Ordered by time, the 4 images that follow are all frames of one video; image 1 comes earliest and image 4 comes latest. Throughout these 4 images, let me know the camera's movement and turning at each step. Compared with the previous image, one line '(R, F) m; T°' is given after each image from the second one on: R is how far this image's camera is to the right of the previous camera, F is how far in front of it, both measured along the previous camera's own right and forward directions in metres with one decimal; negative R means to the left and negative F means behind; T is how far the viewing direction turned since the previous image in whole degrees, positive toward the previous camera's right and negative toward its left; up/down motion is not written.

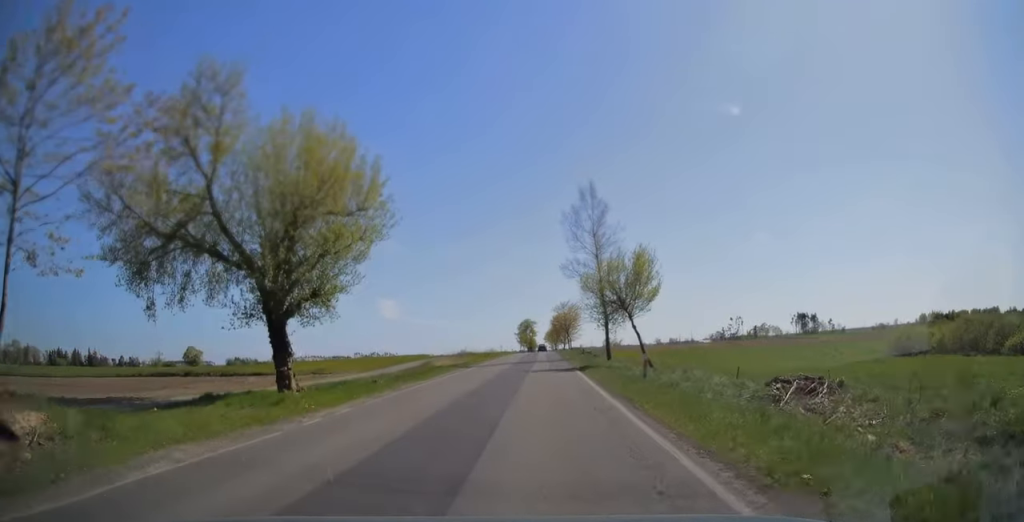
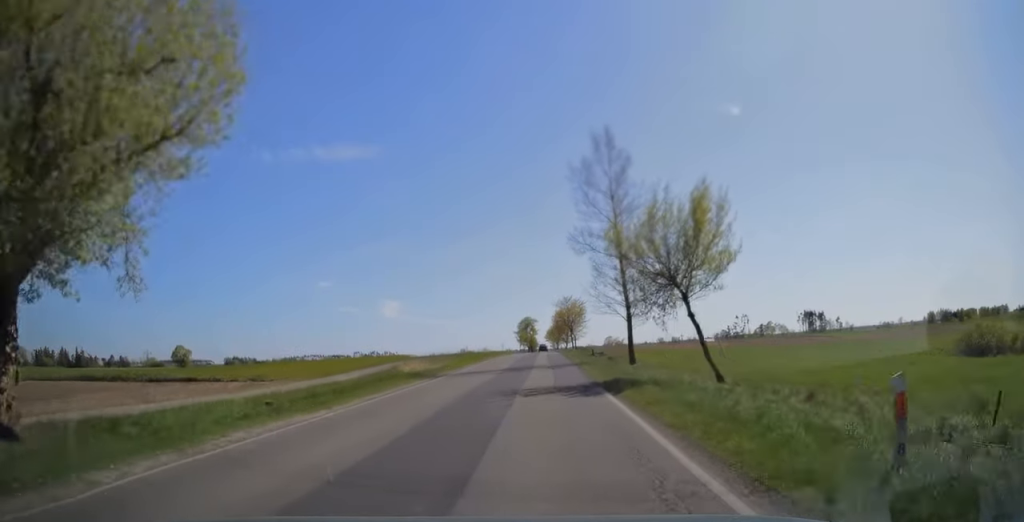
(0.0, +12.6) m; 0°
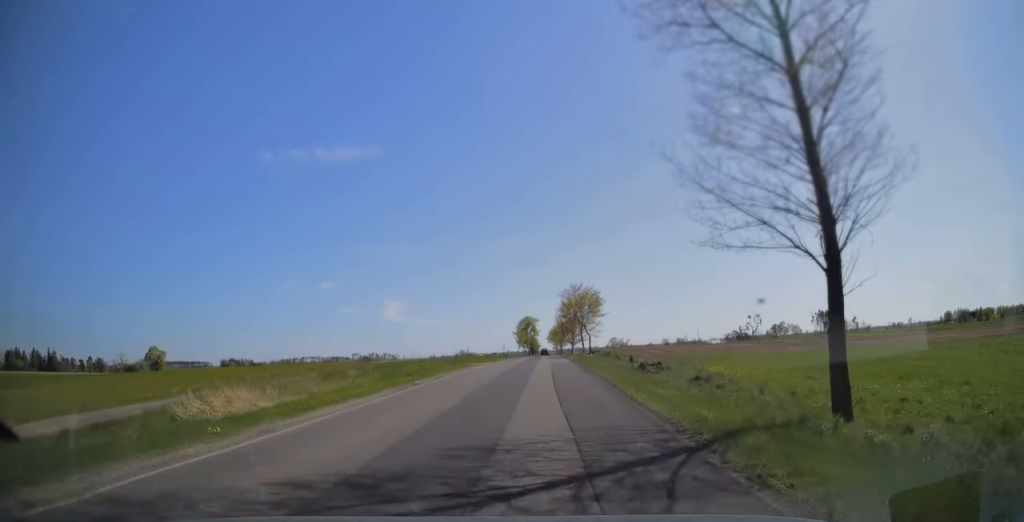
(0.0, +26.0) m; 0°
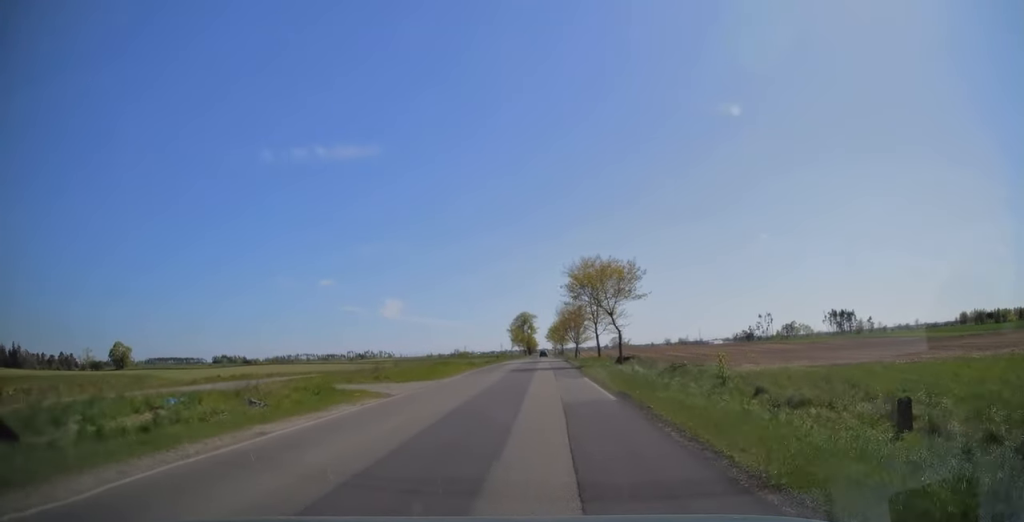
(0.0, +27.4) m; 0°
